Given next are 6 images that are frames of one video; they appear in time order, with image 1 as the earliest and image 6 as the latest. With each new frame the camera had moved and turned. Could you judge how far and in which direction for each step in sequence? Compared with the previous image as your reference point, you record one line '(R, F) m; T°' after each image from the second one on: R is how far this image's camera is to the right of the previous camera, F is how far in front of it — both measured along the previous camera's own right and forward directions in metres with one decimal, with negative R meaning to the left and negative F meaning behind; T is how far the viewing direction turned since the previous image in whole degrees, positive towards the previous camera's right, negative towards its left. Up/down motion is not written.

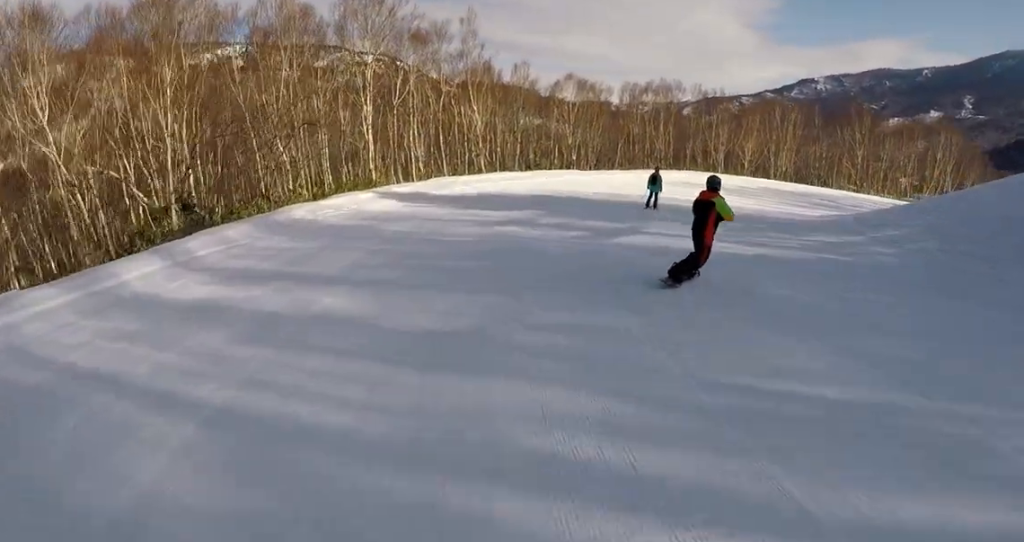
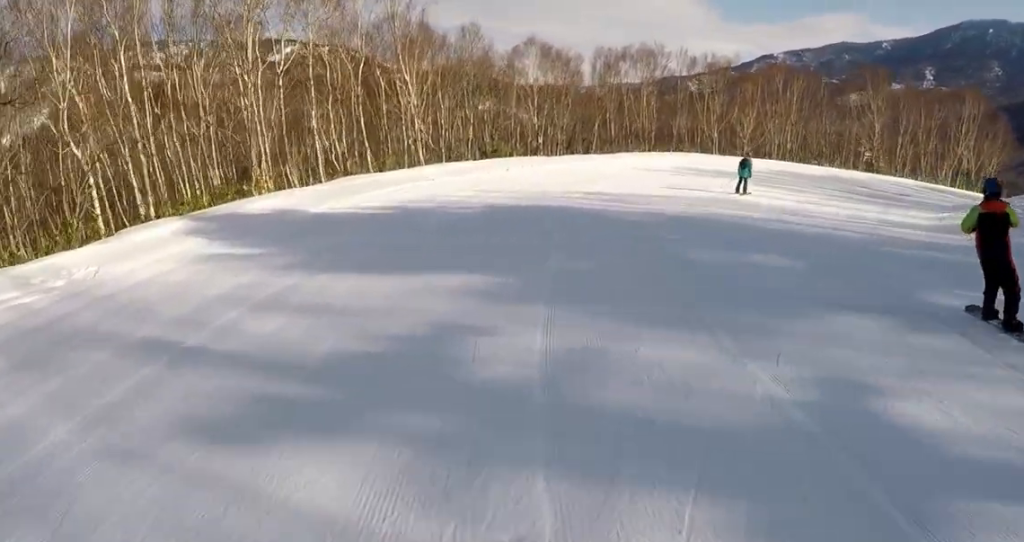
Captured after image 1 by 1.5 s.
(+0.1, +13.8) m; +5°
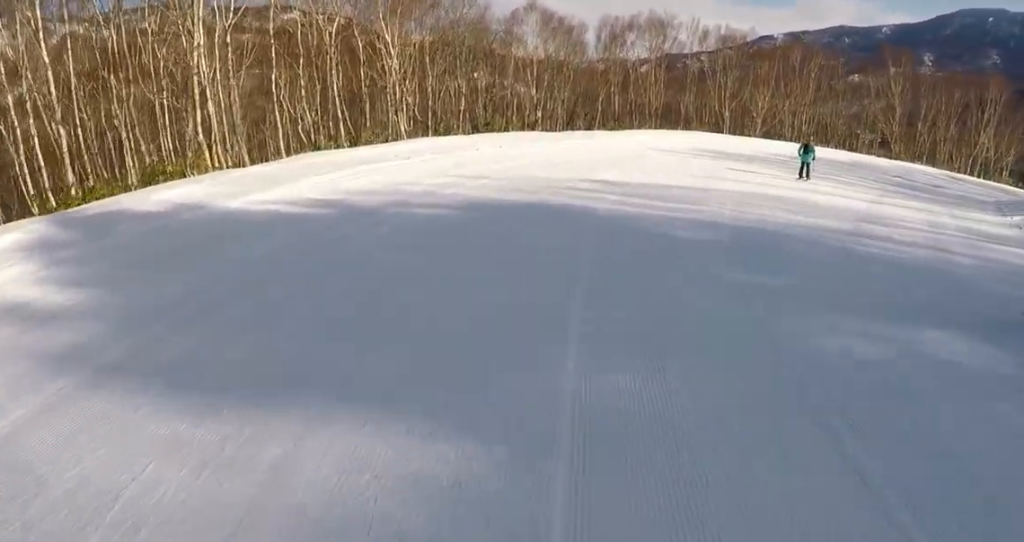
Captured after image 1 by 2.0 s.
(+0.3, +4.9) m; +3°
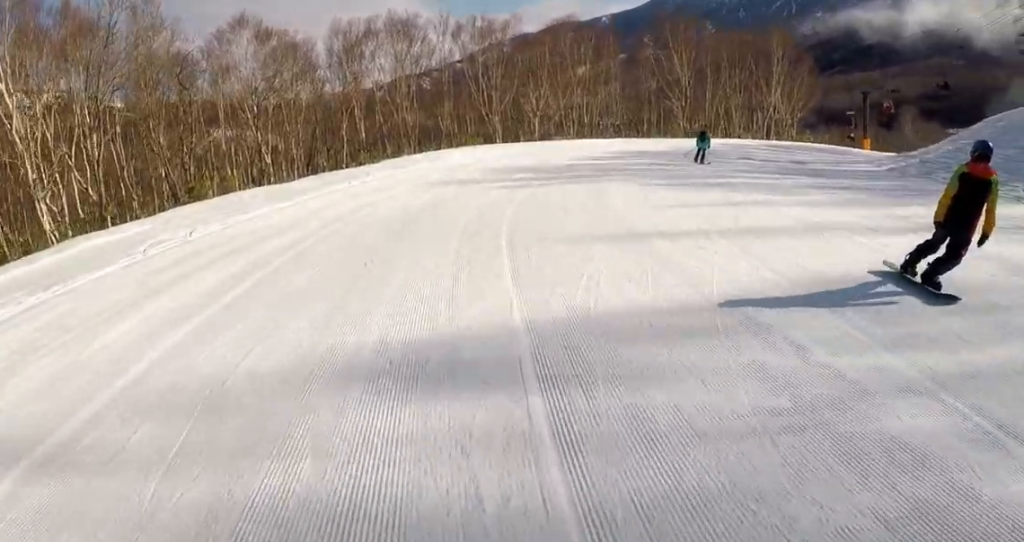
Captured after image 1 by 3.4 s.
(+0.7, +12.6) m; +10°
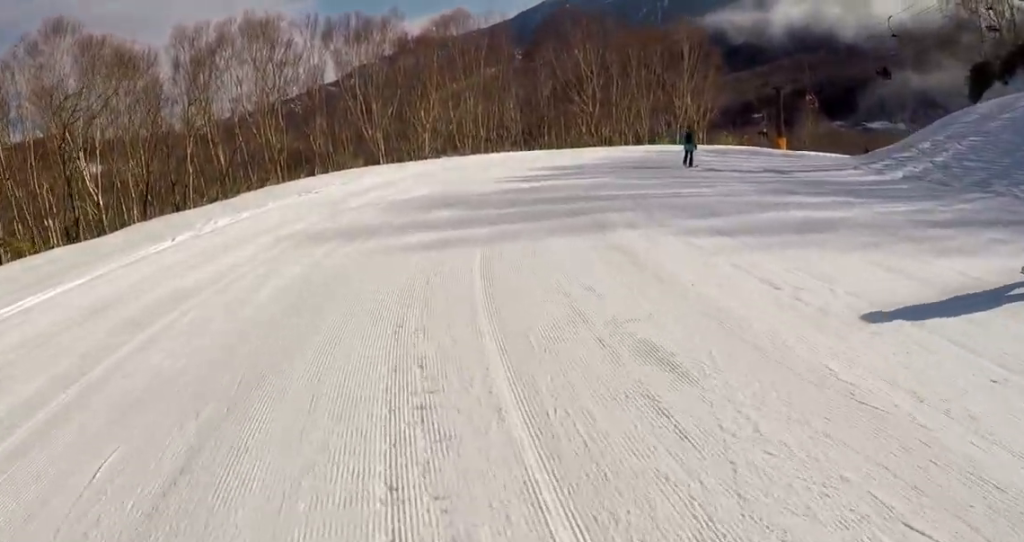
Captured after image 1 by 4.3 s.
(+0.9, +8.5) m; +10°
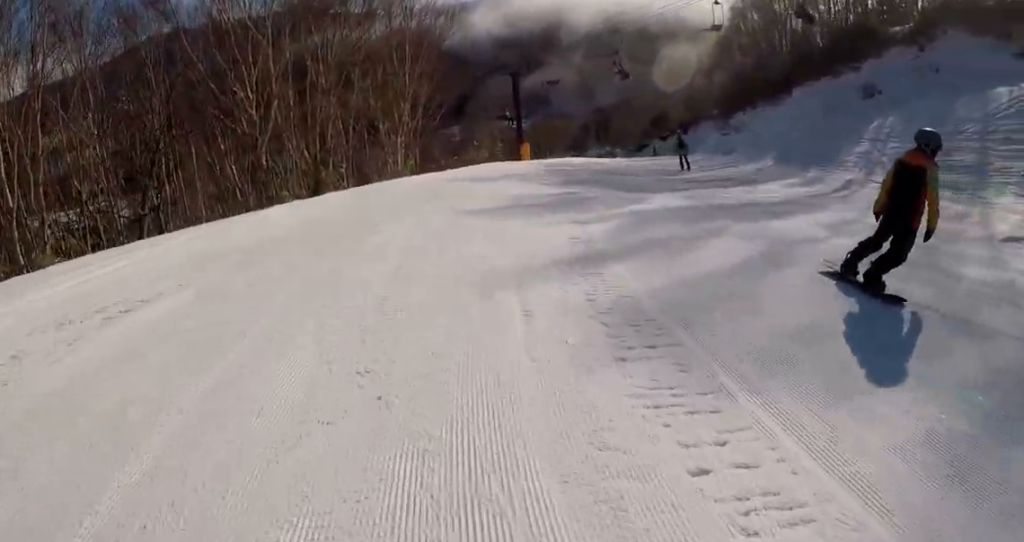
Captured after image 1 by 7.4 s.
(+7.2, +26.5) m; +32°
